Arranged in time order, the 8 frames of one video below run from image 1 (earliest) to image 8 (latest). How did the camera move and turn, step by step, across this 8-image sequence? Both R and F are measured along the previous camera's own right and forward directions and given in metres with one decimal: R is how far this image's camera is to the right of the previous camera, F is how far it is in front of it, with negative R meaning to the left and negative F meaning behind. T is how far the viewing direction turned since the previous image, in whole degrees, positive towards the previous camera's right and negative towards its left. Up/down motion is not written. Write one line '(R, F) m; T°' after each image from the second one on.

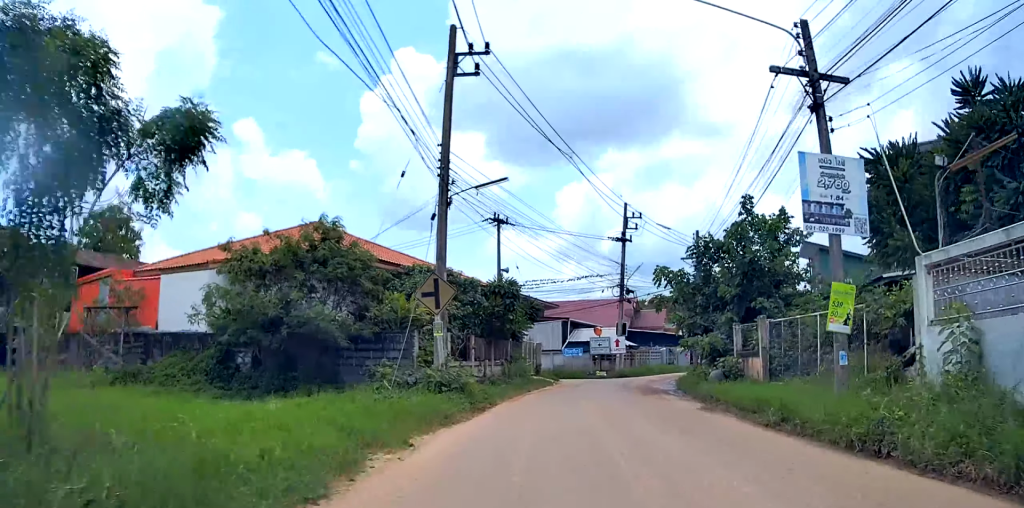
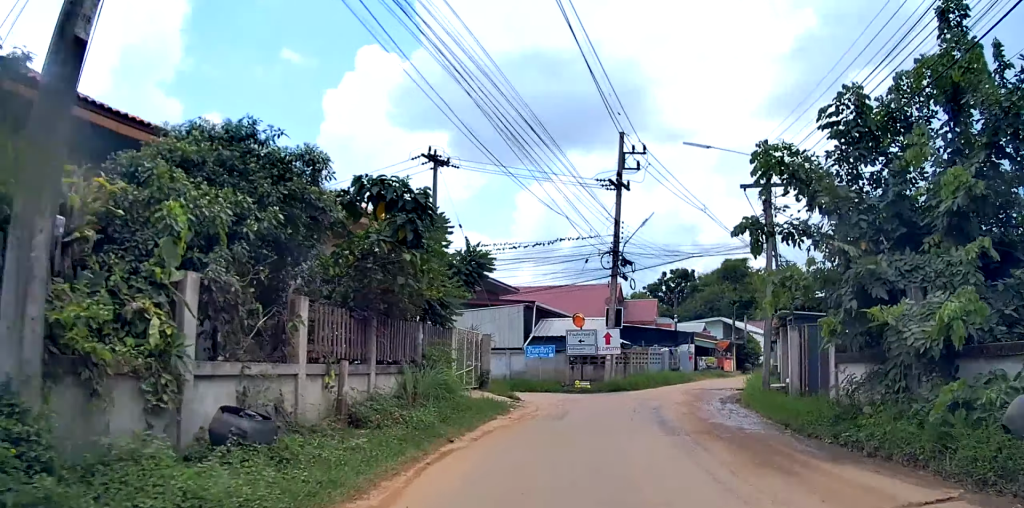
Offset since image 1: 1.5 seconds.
(-0.5, +12.6) m; +2°
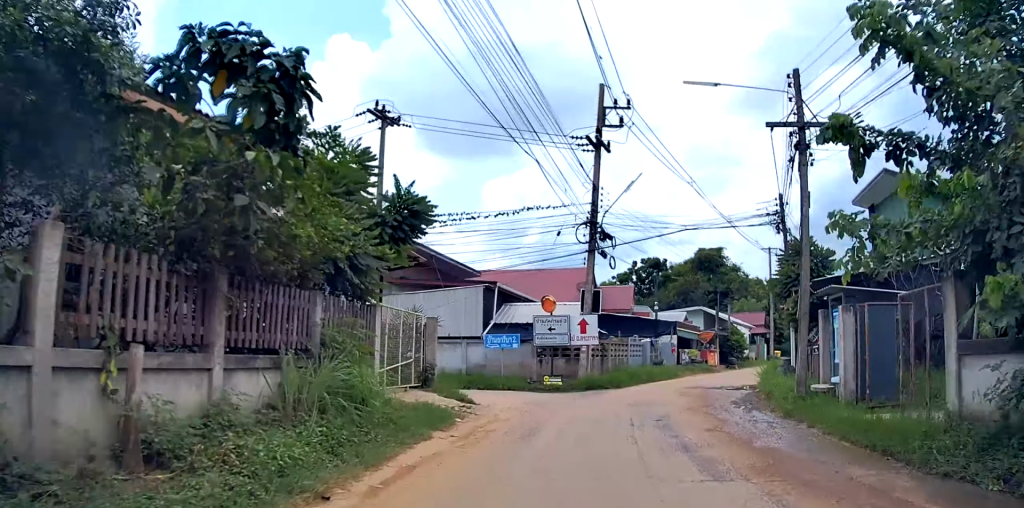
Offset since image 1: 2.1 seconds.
(0.0, +4.3) m; +3°
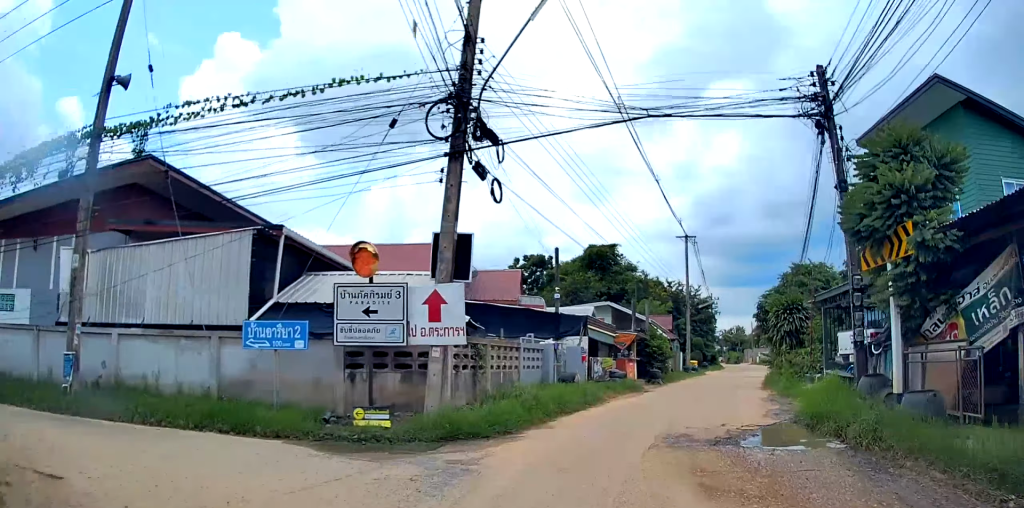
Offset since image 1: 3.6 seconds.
(+0.8, +11.1) m; +5°
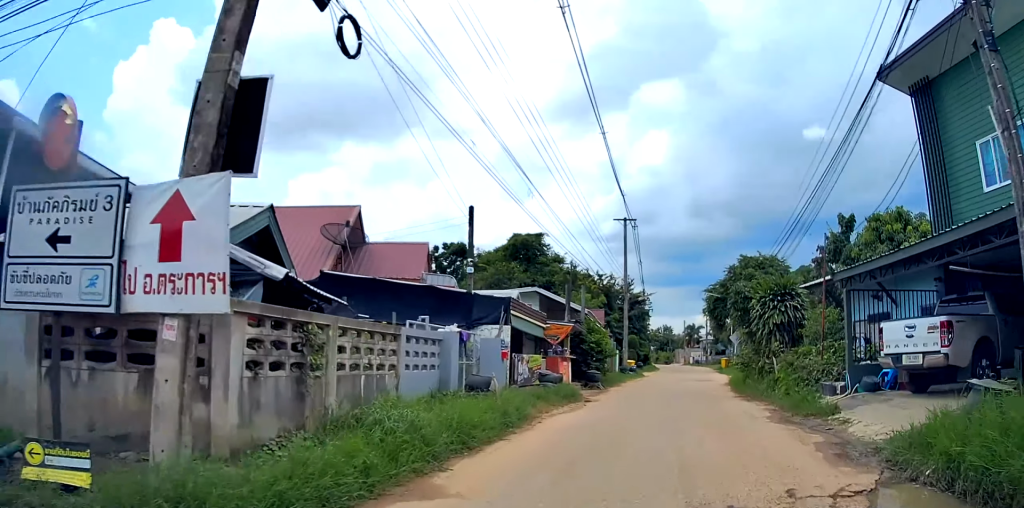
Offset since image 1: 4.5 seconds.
(+0.1, +5.9) m; +6°
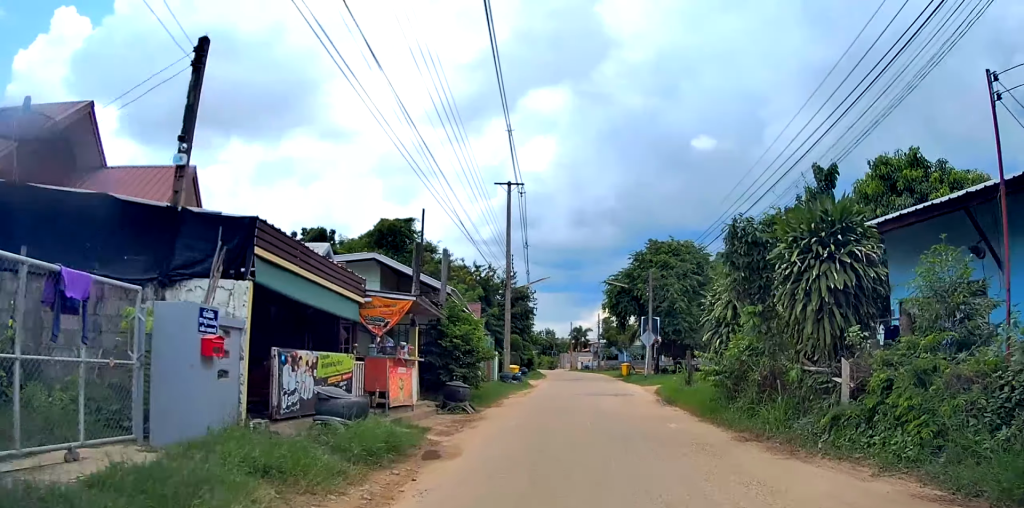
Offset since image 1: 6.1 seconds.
(+1.5, +9.8) m; +16°
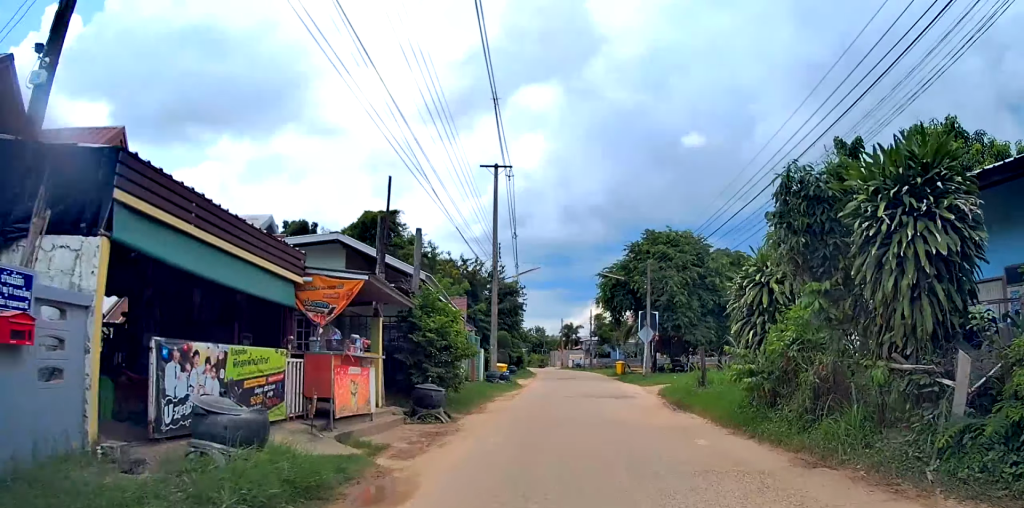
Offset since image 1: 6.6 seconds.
(+0.1, +2.8) m; +3°
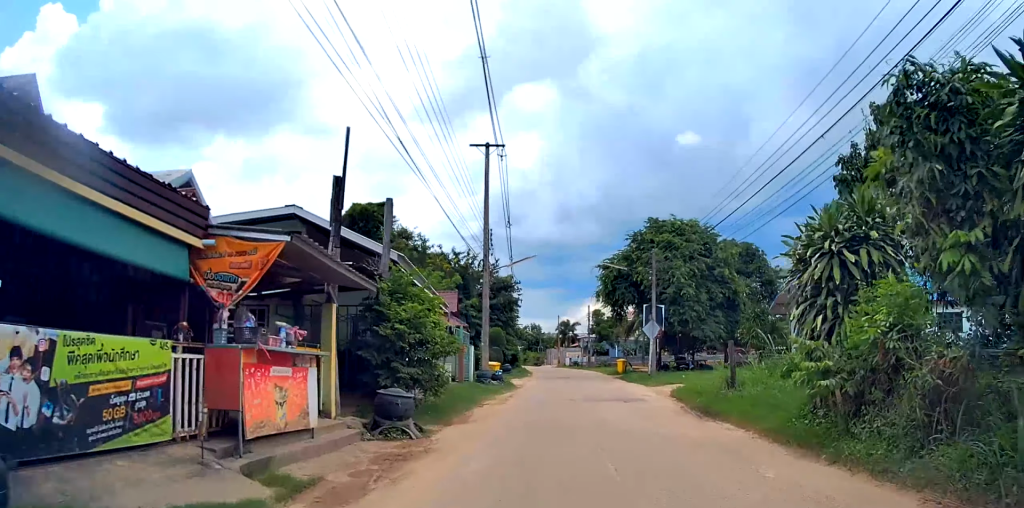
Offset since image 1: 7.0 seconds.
(0.0, +2.6) m; +3°
